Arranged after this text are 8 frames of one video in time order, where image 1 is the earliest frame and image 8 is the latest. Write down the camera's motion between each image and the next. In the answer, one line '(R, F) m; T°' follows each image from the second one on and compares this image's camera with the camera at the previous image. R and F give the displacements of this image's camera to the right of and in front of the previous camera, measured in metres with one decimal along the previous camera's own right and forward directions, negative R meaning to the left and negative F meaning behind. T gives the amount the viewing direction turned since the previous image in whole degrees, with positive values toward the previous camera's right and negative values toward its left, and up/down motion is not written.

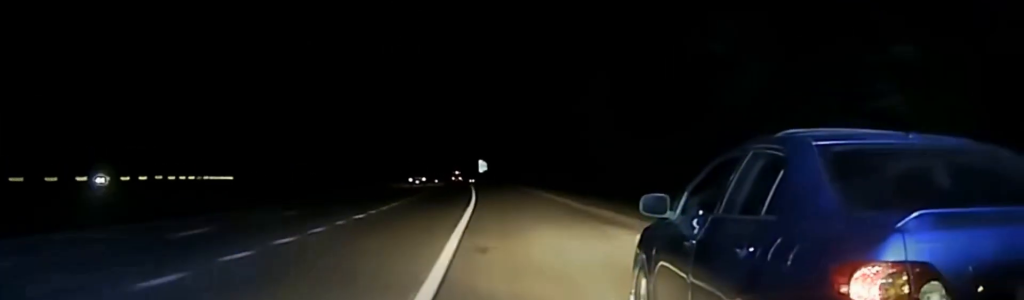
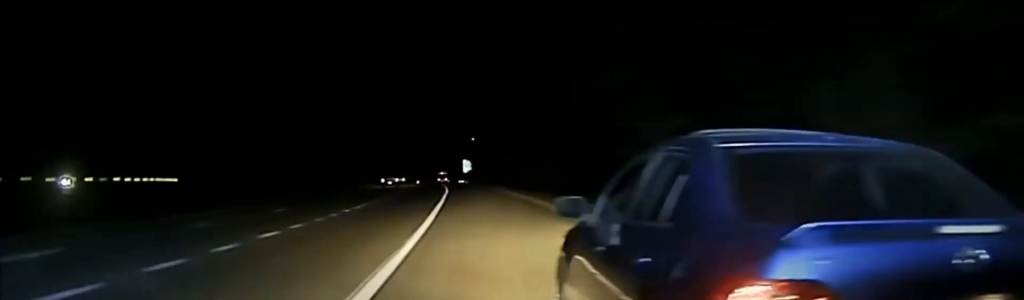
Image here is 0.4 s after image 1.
(0.0, +20.9) m; -1°
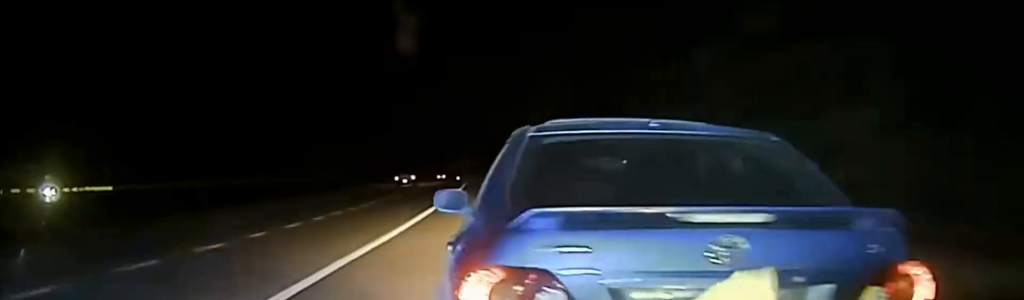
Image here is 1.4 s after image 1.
(-0.7, +46.0) m; -2°
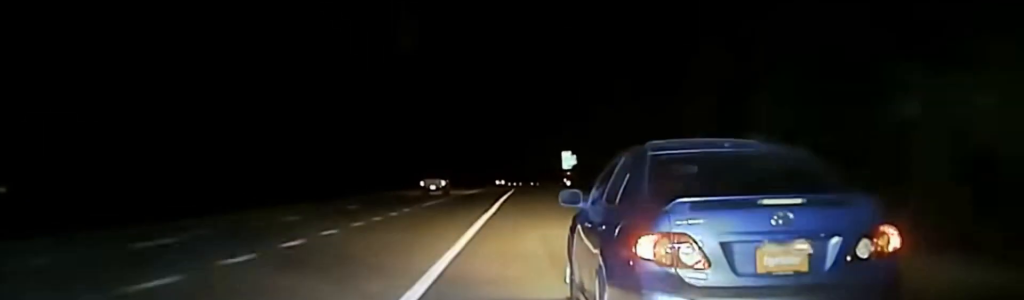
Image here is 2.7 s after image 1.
(-1.5, +61.8) m; -3°
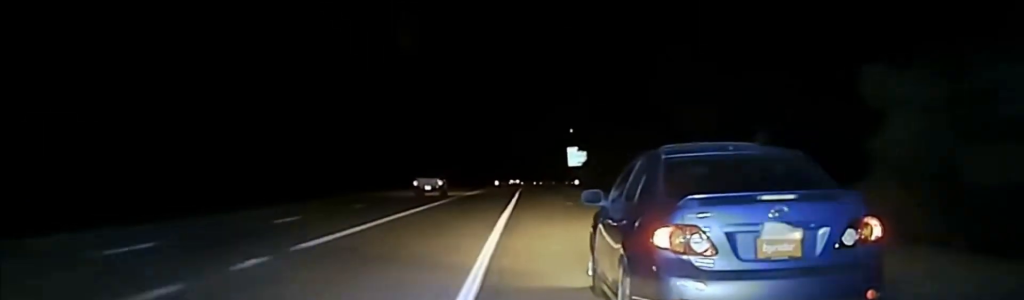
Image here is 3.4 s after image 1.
(-0.4, +30.5) m; -1°
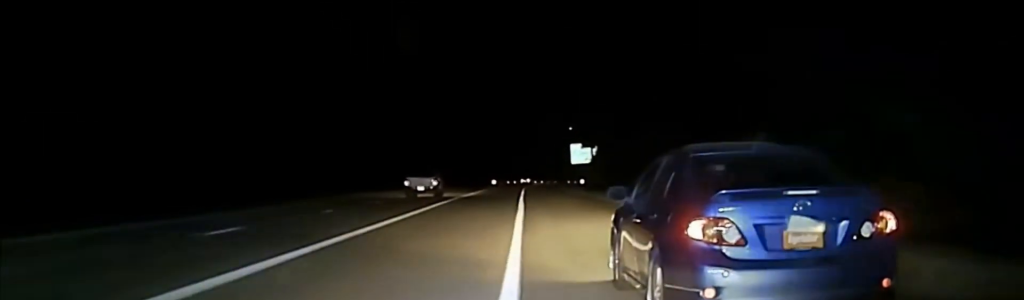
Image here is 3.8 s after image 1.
(-0.2, +20.8) m; 0°
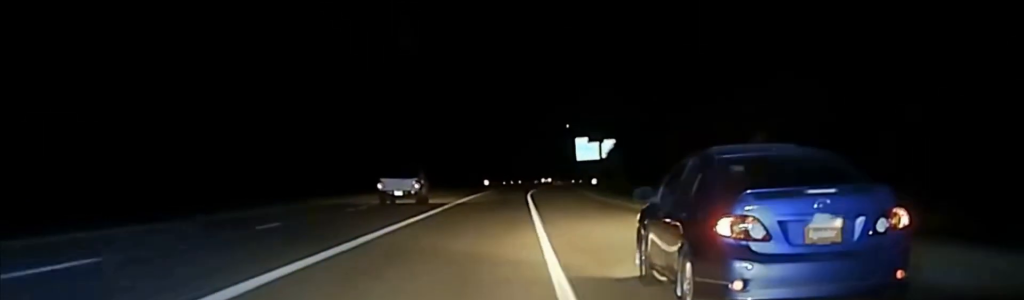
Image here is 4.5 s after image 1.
(-0.1, +34.8) m; 0°
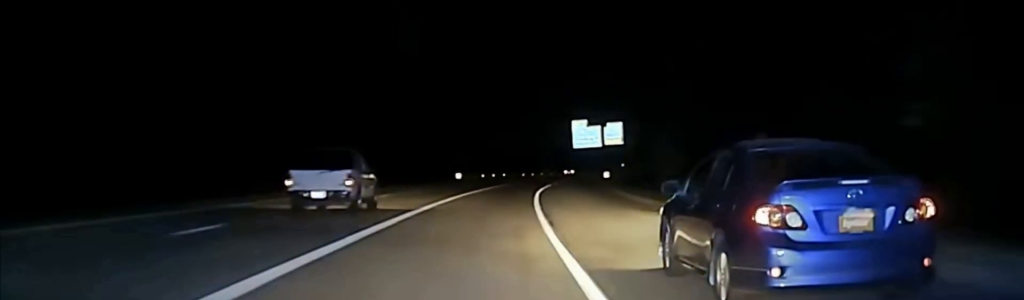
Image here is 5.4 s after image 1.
(0.0, +37.7) m; 0°
